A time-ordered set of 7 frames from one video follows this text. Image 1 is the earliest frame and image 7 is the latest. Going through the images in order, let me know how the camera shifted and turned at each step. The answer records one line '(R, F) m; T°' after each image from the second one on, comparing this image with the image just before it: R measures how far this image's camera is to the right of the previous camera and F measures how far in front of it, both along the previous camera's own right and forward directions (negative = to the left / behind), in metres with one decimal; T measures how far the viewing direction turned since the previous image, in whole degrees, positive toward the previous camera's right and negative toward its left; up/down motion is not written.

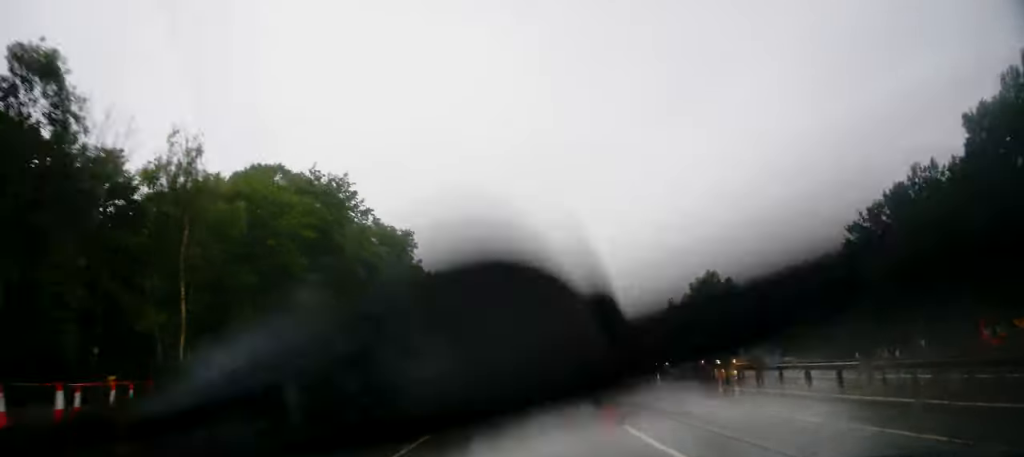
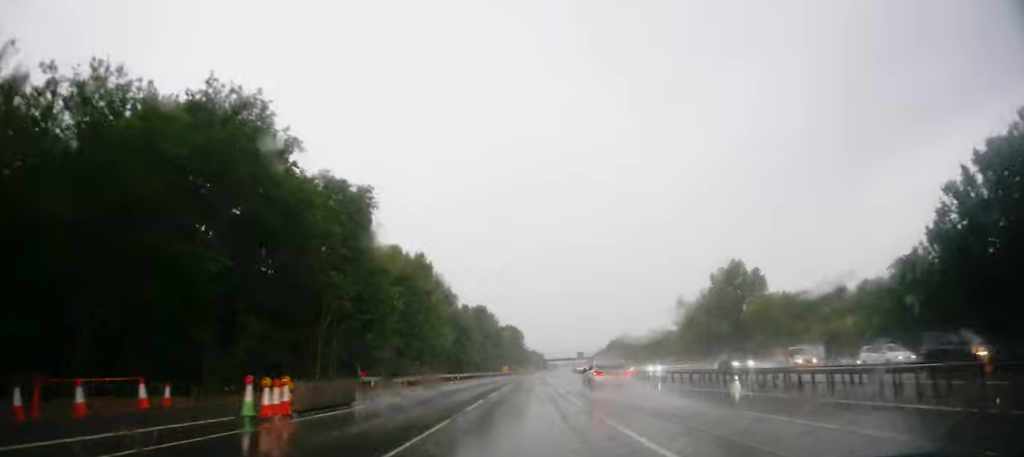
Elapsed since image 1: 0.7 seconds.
(0.0, +16.3) m; +1°
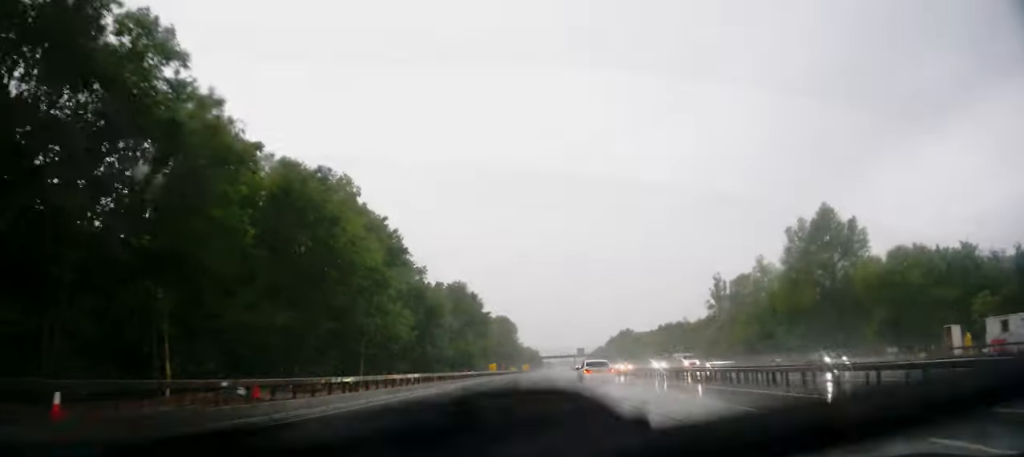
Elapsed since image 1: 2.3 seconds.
(+0.6, +34.1) m; +1°
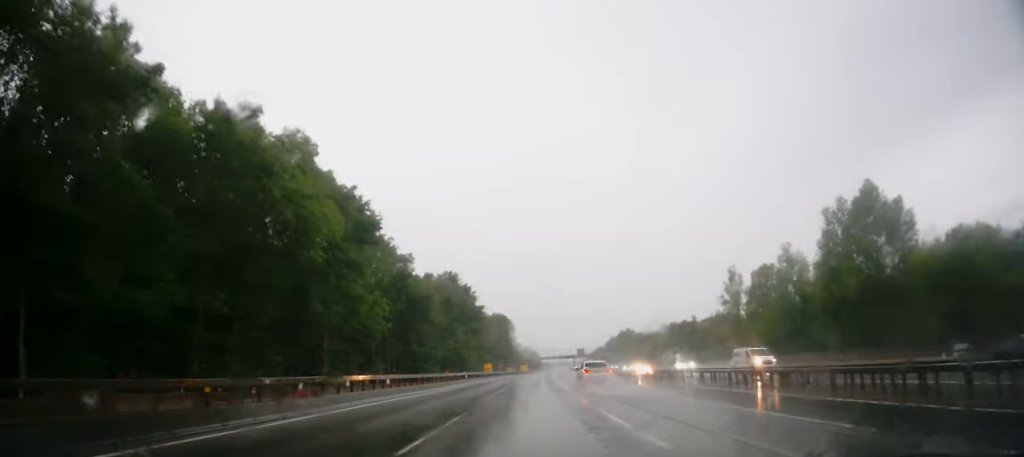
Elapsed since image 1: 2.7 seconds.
(-0.3, +10.4) m; 0°
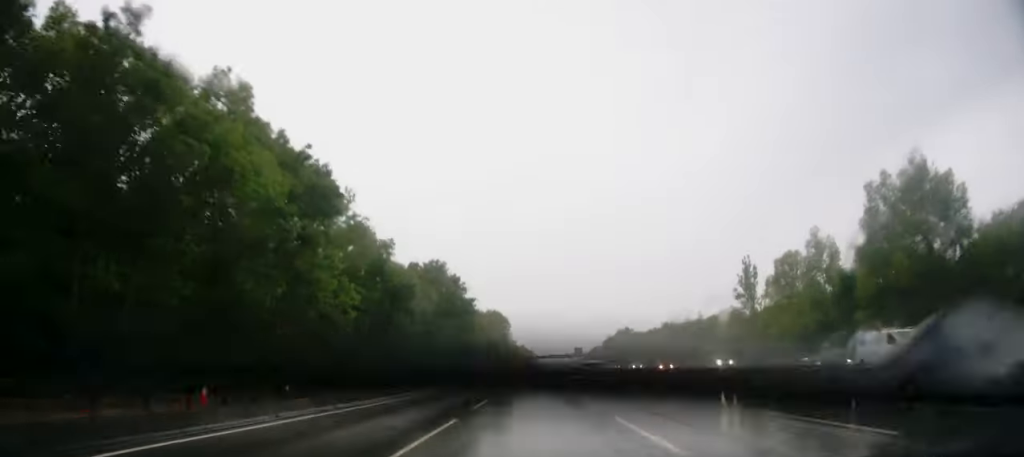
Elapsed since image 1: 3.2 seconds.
(-0.2, +9.7) m; 0°
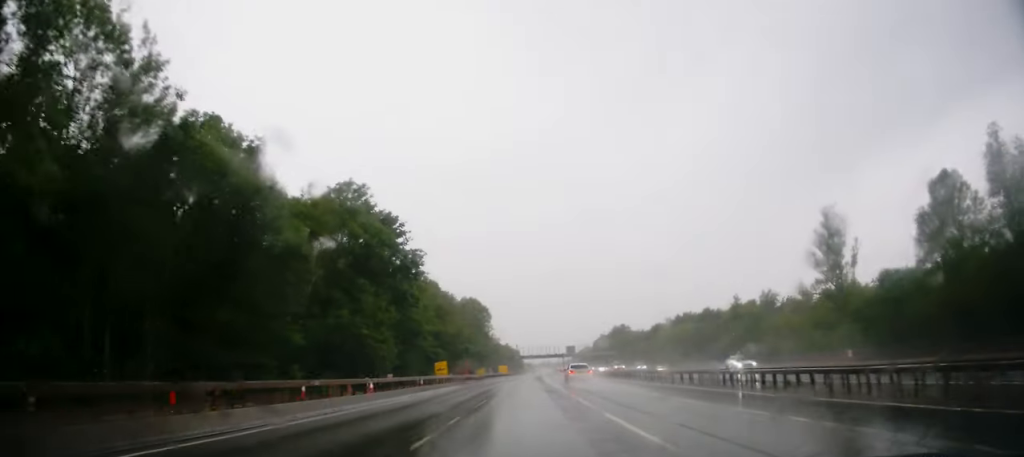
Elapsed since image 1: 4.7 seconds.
(+0.8, +35.3) m; +1°
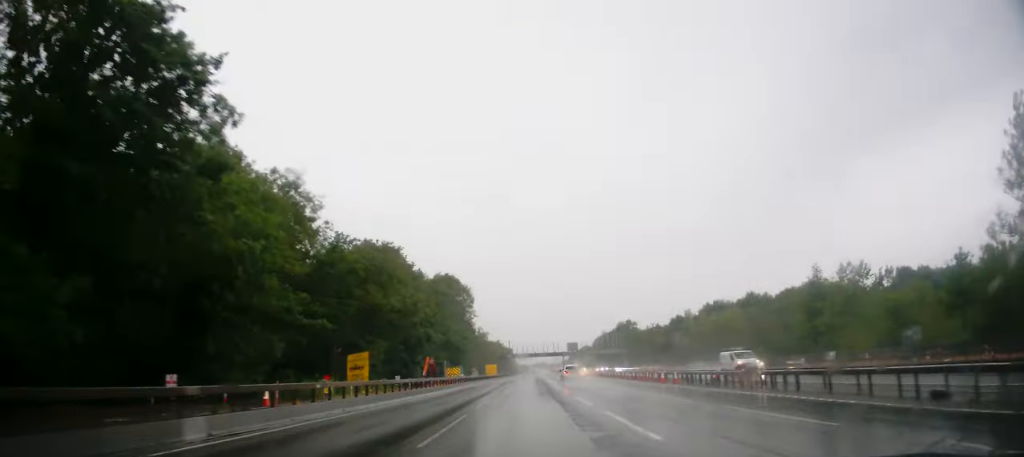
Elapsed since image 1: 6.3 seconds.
(0.0, +36.6) m; 0°
